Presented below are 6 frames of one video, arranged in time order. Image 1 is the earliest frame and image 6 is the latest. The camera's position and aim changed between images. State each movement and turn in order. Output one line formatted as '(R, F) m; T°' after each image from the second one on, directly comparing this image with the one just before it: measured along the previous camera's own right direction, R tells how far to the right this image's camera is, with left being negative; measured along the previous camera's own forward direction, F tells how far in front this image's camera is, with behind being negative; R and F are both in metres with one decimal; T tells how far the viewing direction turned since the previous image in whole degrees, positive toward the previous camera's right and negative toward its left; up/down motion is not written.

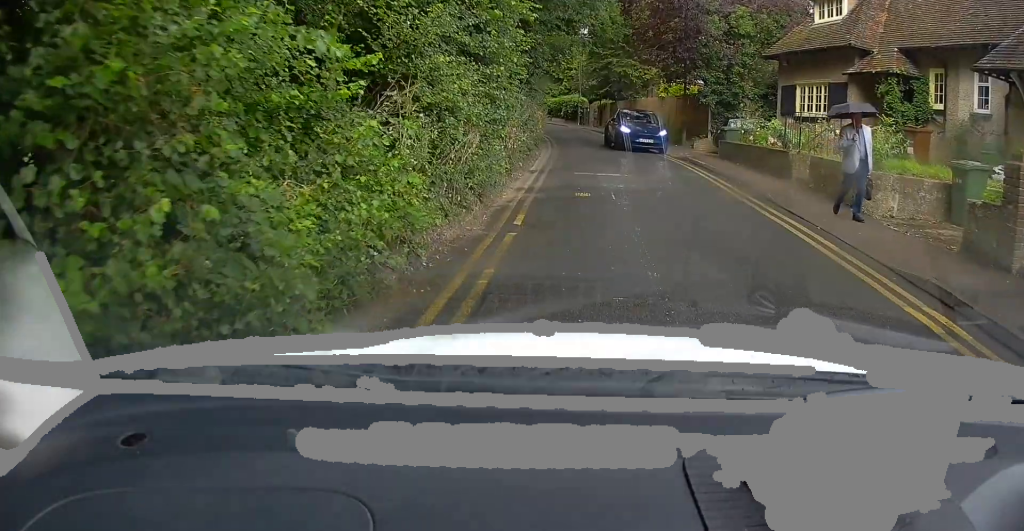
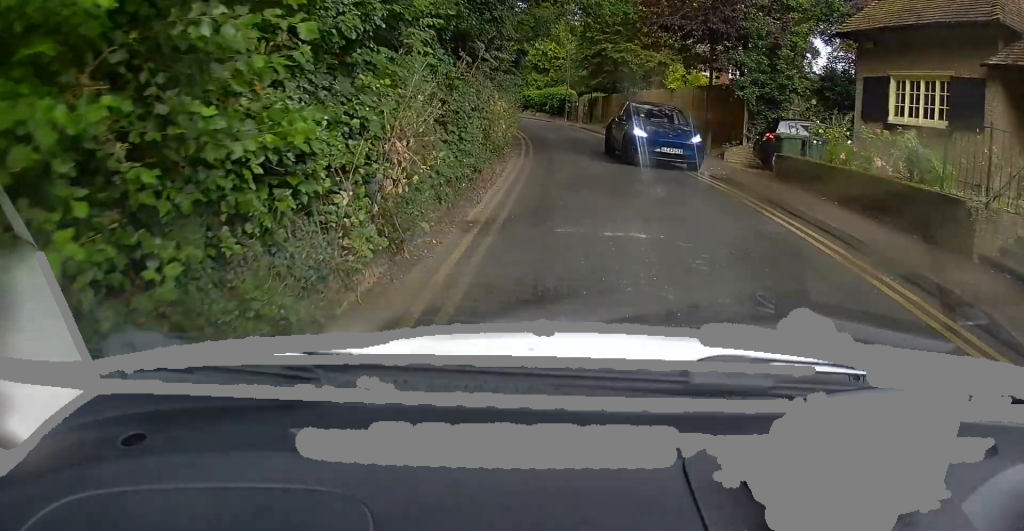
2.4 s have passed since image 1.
(+0.3, +6.6) m; +5°
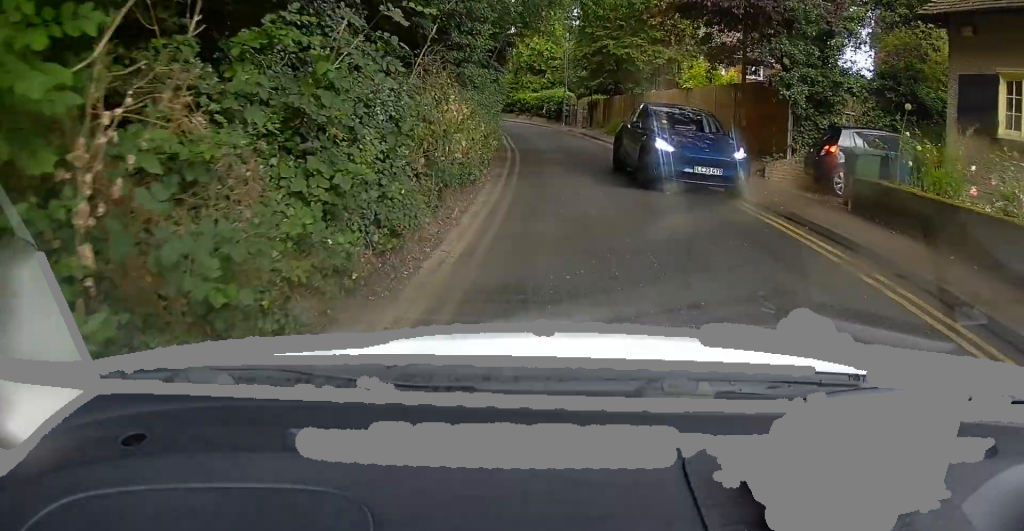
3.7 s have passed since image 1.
(+0.1, +4.1) m; +1°
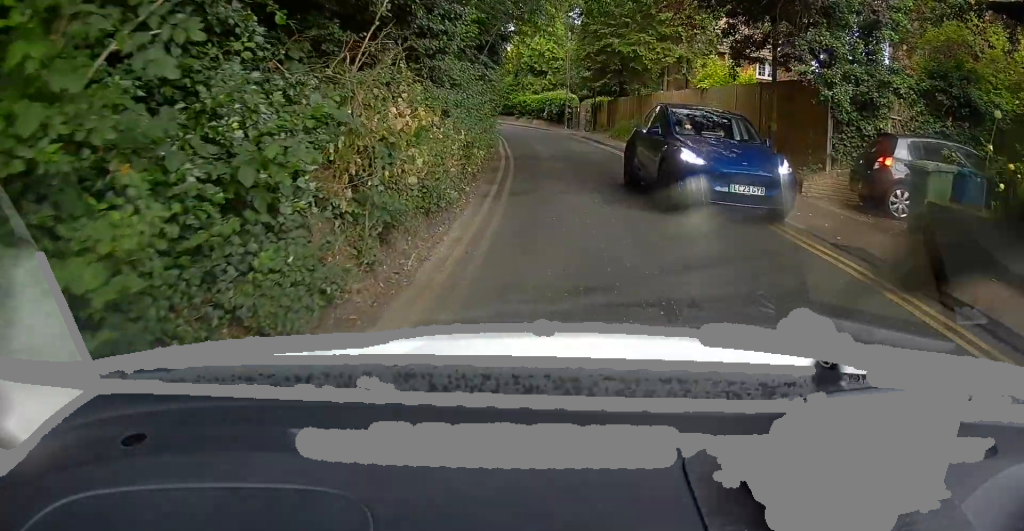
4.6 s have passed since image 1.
(-0.1, +2.5) m; -1°
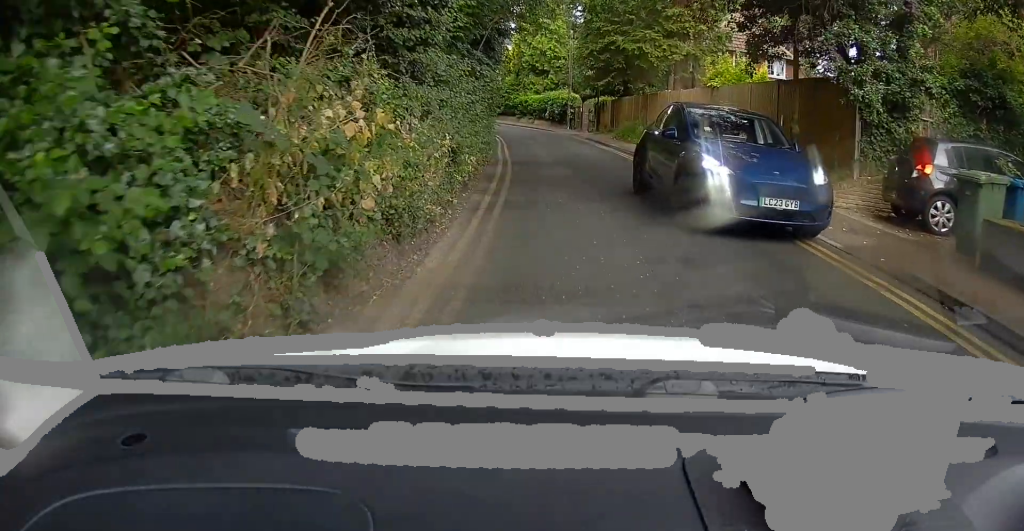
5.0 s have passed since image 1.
(0.0, +1.3) m; 0°
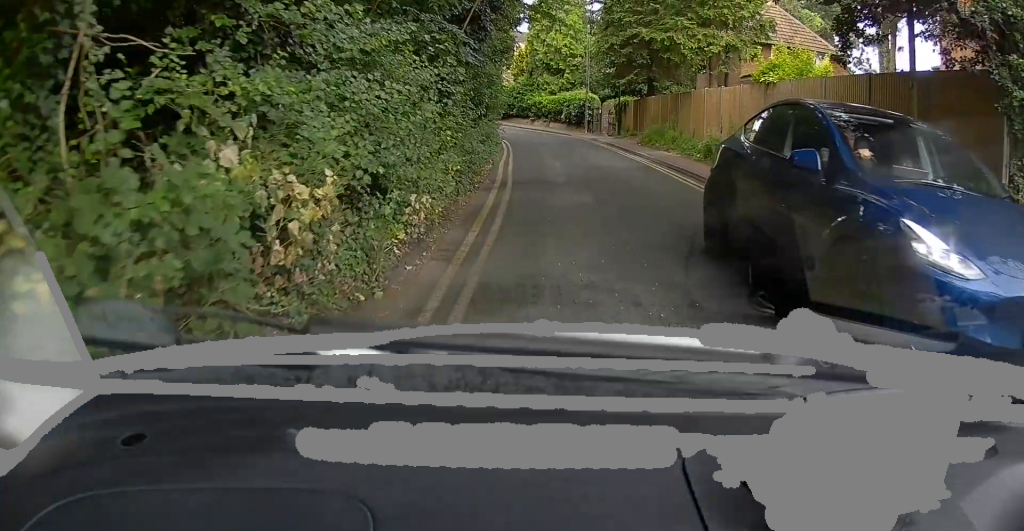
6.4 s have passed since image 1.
(0.0, +4.2) m; -1°
